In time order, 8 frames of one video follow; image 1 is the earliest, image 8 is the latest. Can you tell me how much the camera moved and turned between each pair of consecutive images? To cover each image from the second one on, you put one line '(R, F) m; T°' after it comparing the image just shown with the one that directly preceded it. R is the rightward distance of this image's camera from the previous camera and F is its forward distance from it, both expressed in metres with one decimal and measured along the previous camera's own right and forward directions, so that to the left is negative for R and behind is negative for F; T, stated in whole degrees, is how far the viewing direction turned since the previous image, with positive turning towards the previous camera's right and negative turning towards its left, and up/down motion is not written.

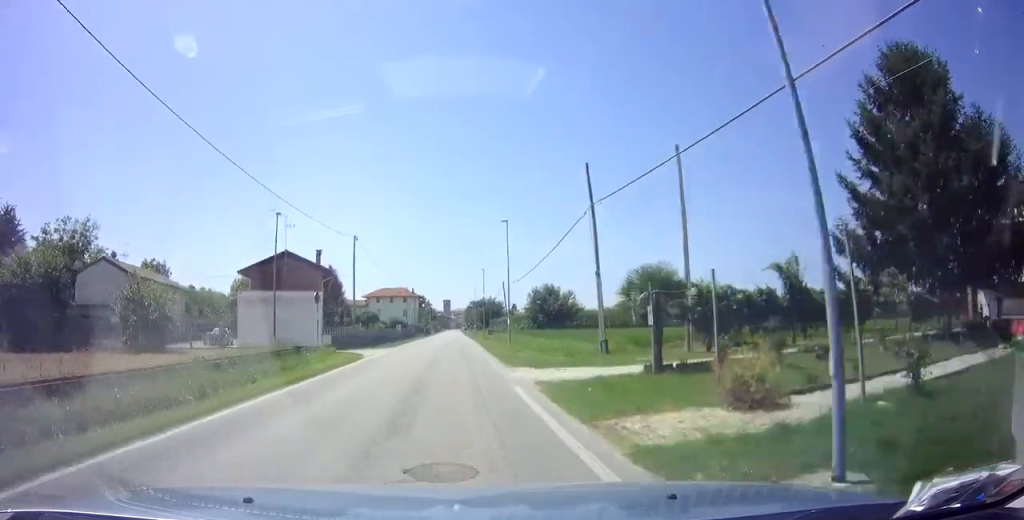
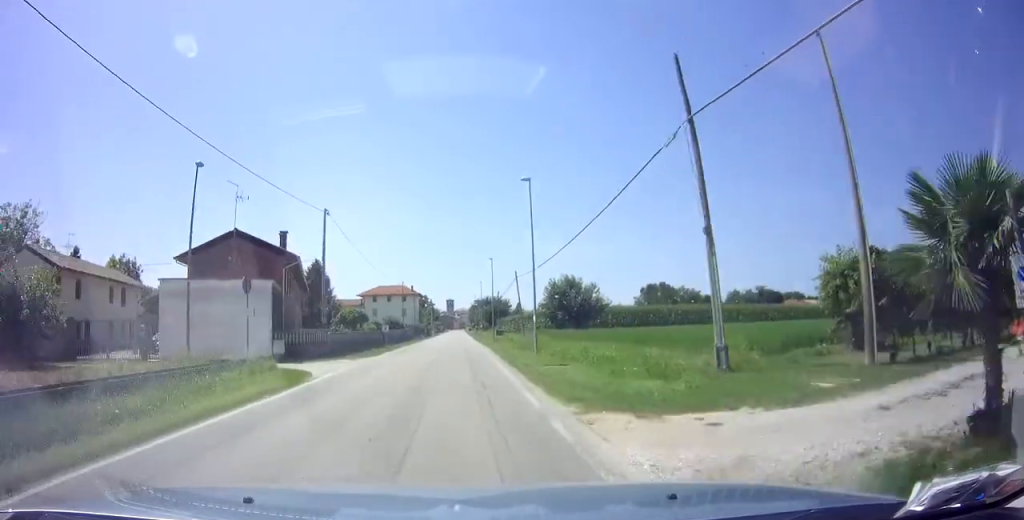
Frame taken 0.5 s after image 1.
(+0.1, +9.8) m; 0°
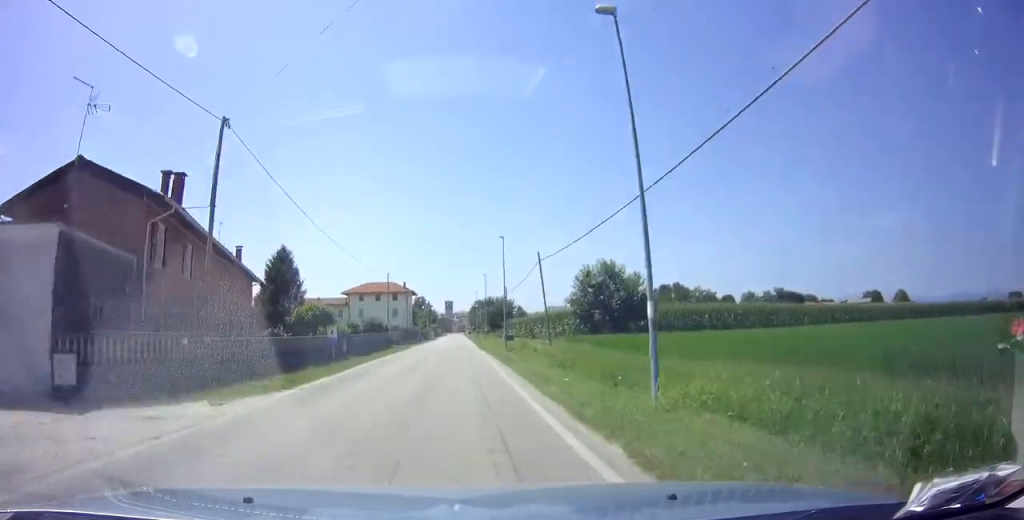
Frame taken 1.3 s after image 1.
(+0.2, +14.1) m; +1°
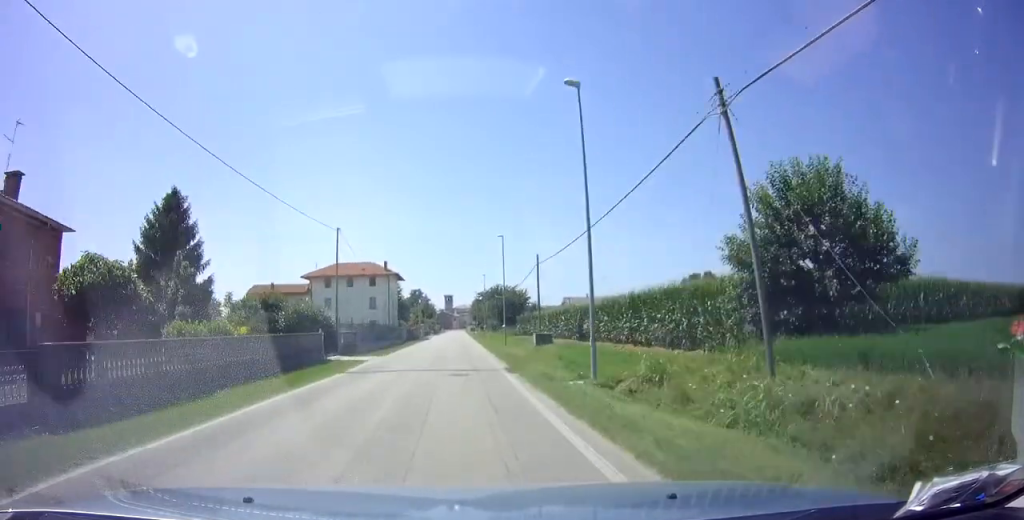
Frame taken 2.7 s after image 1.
(-0.4, +25.2) m; -1°
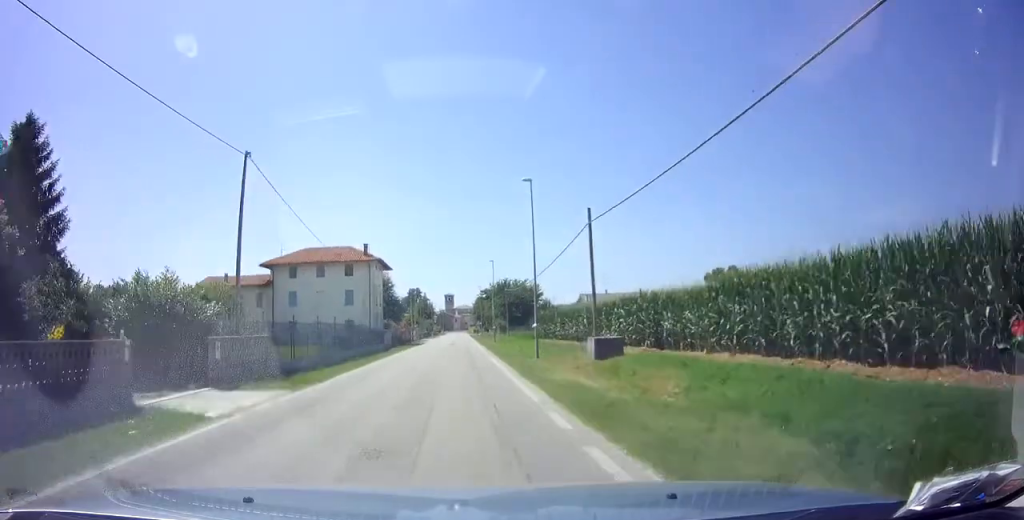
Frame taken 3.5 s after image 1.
(-0.1, +15.3) m; 0°
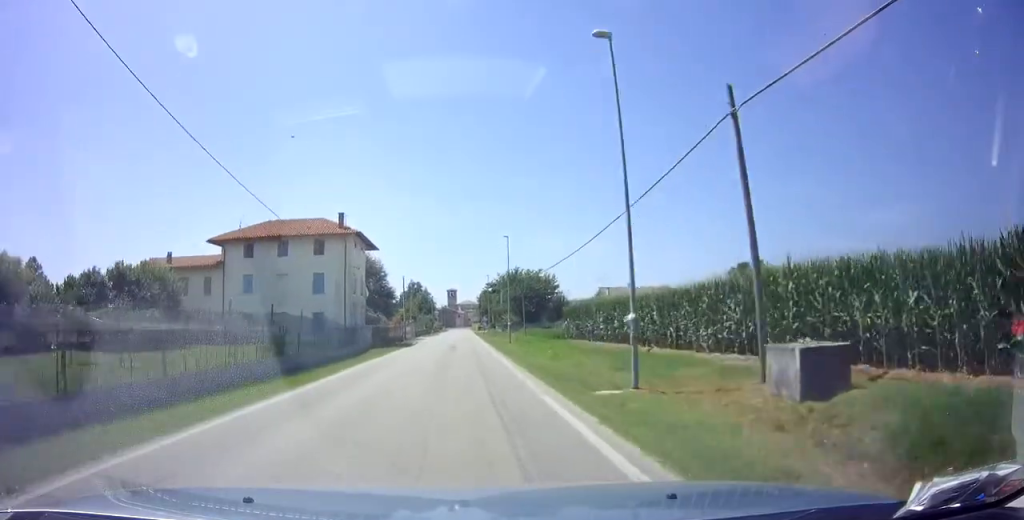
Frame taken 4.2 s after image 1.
(+0.3, +12.8) m; 0°
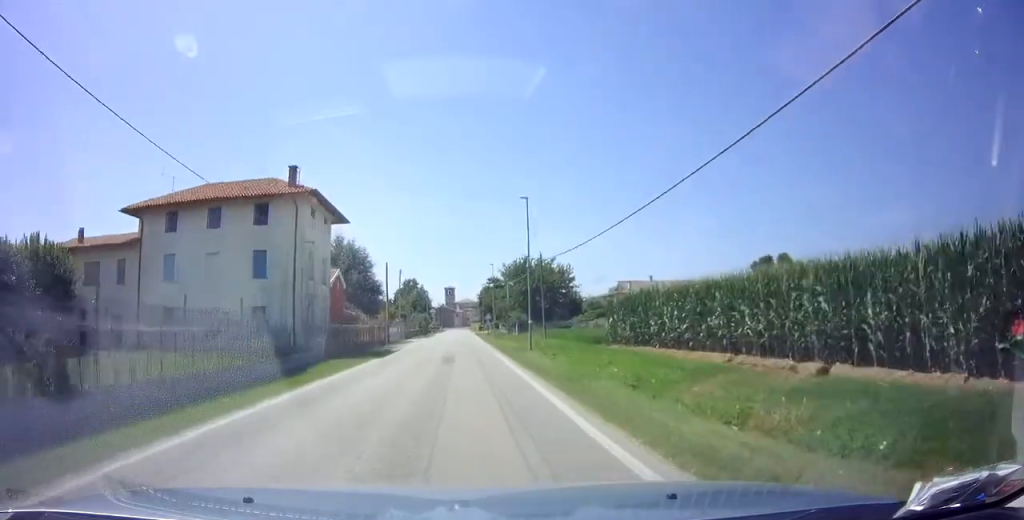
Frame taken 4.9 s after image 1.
(-0.3, +12.1) m; 0°
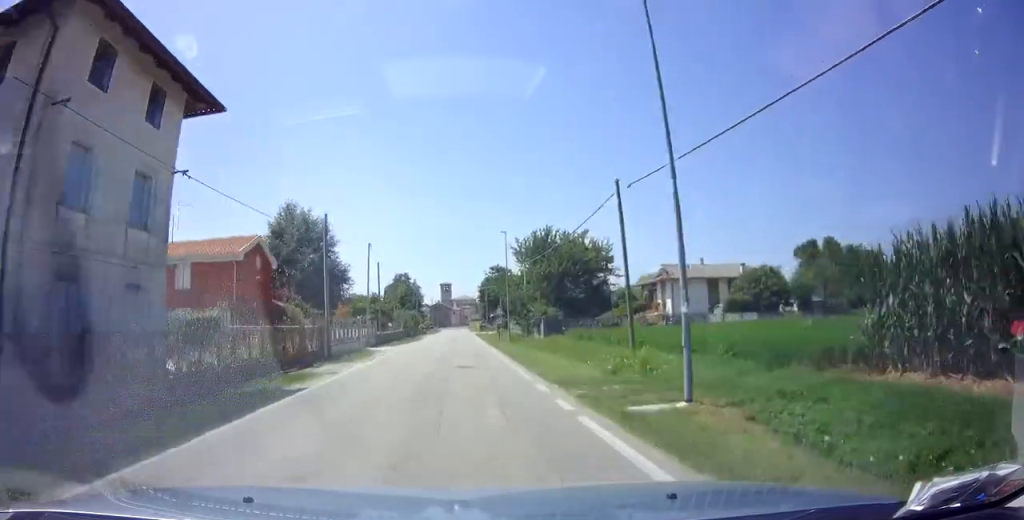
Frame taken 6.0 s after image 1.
(+0.2, +20.0) m; 0°
